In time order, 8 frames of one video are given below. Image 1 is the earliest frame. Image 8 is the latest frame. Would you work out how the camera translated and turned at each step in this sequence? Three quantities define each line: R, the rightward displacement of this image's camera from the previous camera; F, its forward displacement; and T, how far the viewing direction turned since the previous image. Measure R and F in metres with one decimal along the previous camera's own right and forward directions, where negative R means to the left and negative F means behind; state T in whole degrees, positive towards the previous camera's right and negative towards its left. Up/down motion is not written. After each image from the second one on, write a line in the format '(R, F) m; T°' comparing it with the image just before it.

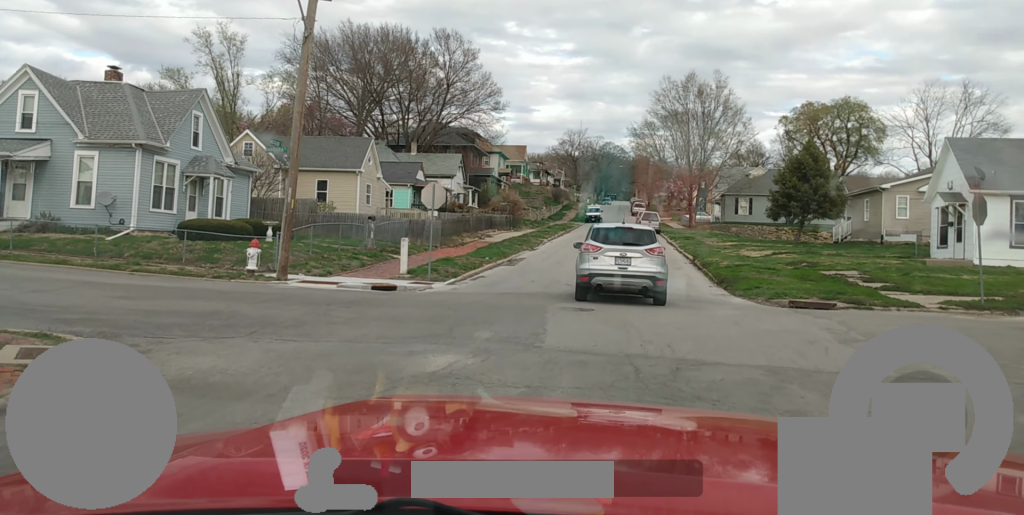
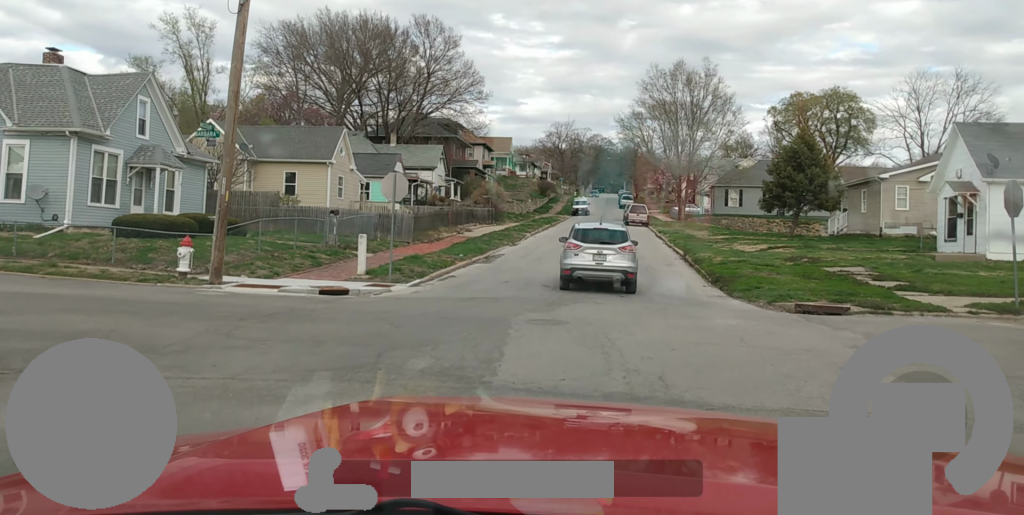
(+0.2, +2.5) m; +8°
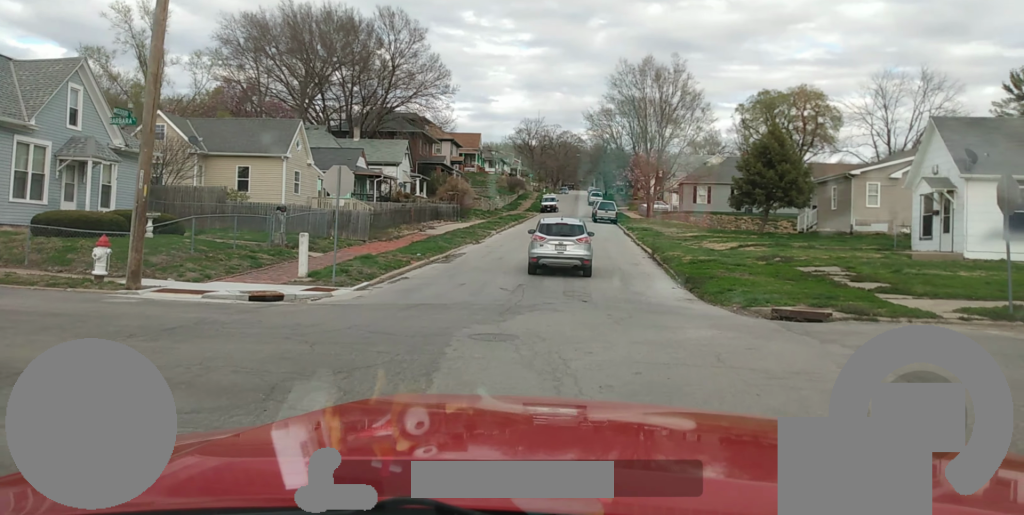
(+0.2, +2.1) m; +9°
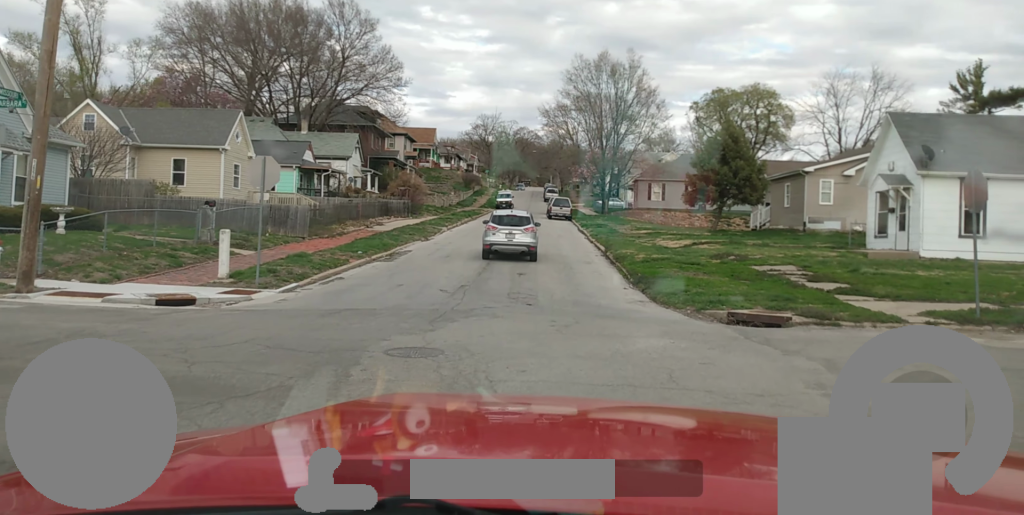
(+0.1, +1.7) m; +8°
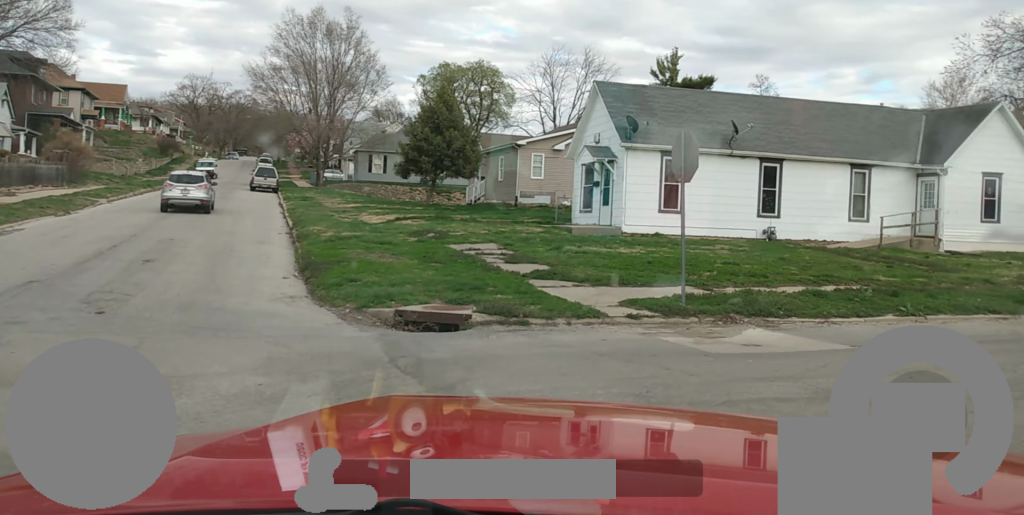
(+0.7, +4.0) m; +16°
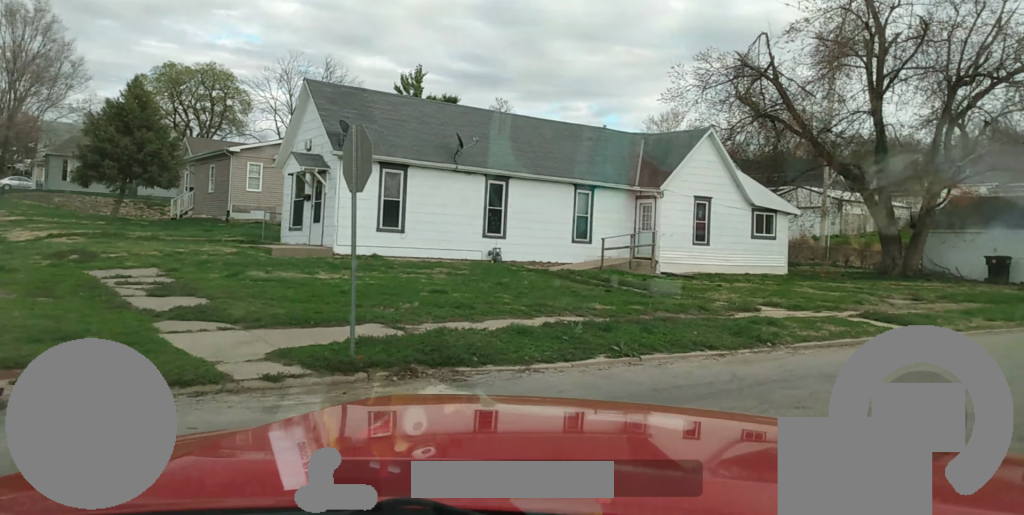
(+0.1, +2.9) m; +4°
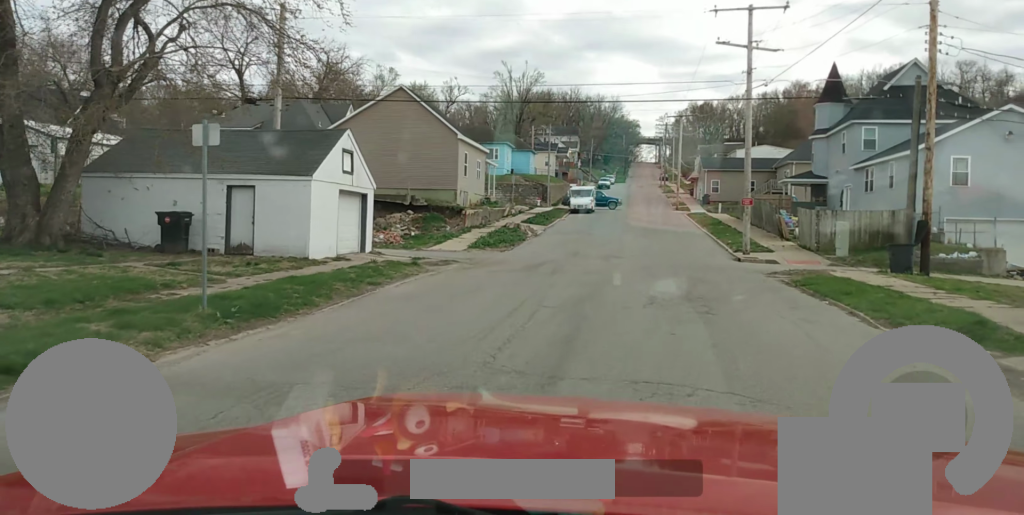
(+4.3, +11.6) m; +36°
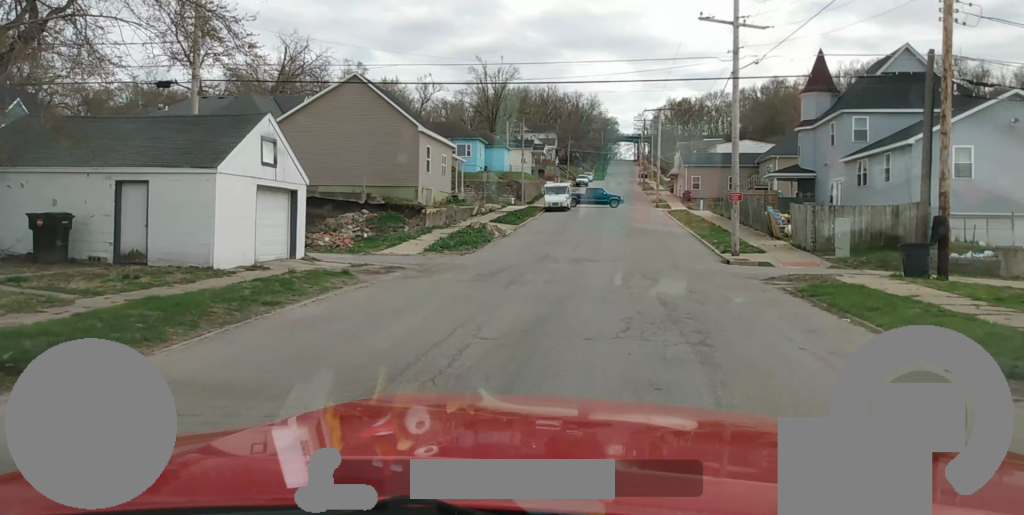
(0.0, +3.3) m; +2°
